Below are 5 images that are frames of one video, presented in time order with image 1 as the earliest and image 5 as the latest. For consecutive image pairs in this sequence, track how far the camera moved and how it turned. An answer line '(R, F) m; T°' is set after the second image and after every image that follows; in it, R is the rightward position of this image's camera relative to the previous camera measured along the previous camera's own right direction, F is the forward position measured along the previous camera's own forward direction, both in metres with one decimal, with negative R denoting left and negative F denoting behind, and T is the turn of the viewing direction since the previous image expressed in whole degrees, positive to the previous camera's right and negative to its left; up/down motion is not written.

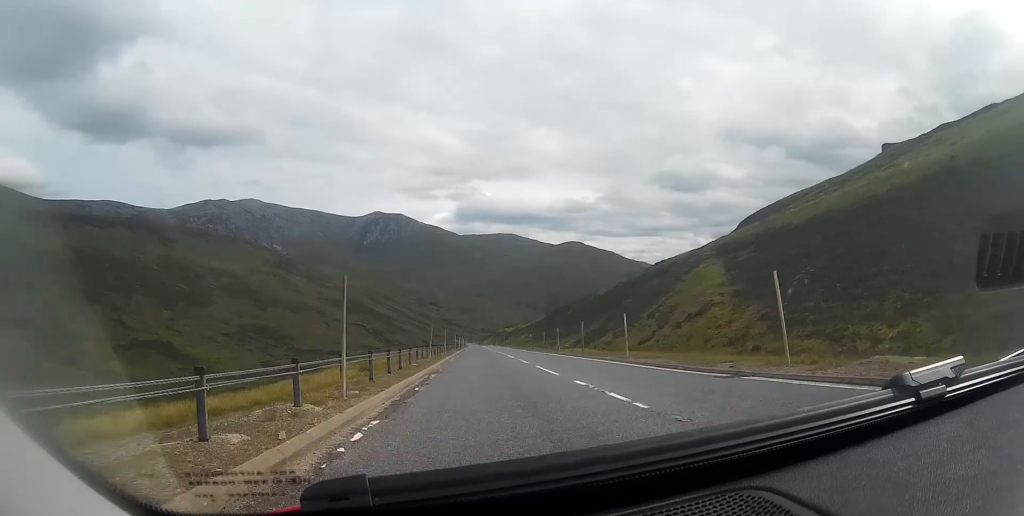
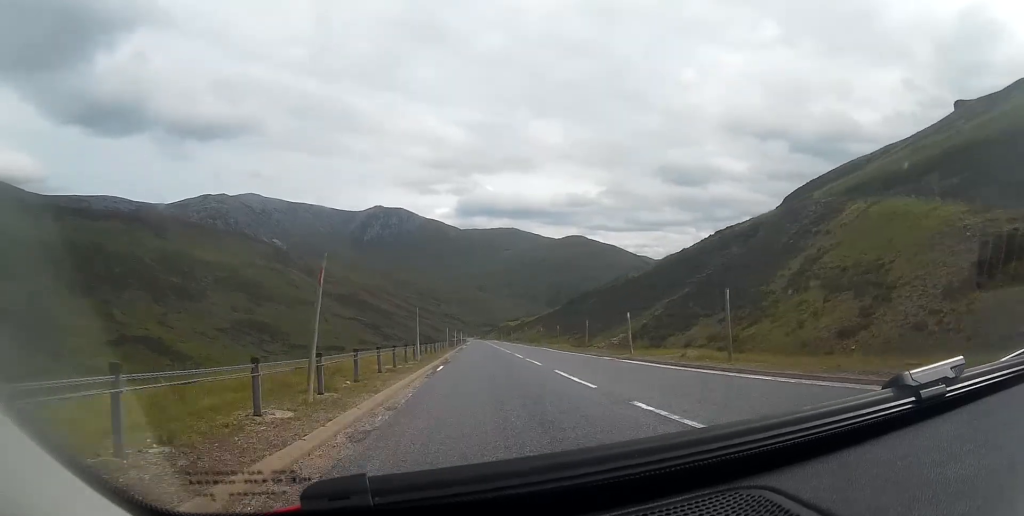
(0.0, +23.7) m; 0°
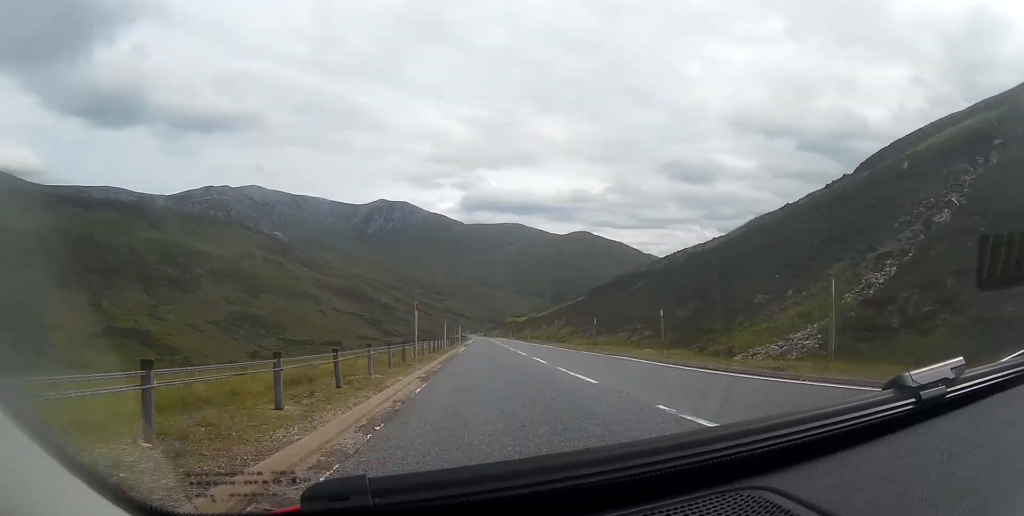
(+0.1, +28.3) m; +1°
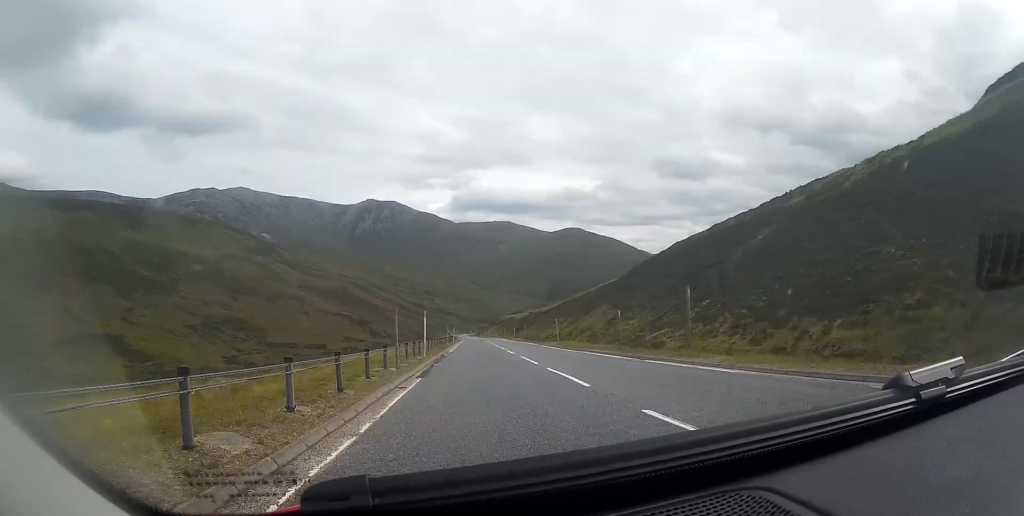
(+0.2, +37.6) m; -1°
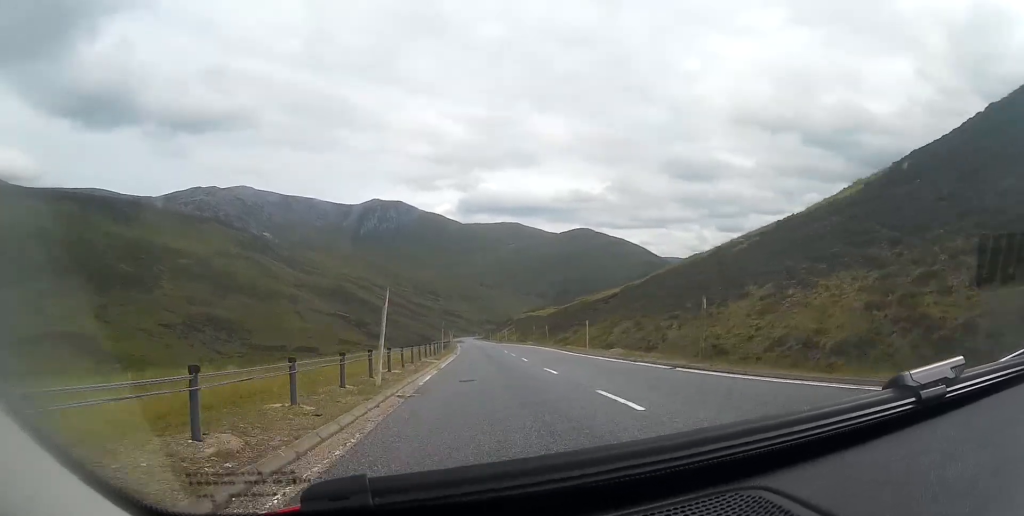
(-0.5, +61.2) m; -1°
